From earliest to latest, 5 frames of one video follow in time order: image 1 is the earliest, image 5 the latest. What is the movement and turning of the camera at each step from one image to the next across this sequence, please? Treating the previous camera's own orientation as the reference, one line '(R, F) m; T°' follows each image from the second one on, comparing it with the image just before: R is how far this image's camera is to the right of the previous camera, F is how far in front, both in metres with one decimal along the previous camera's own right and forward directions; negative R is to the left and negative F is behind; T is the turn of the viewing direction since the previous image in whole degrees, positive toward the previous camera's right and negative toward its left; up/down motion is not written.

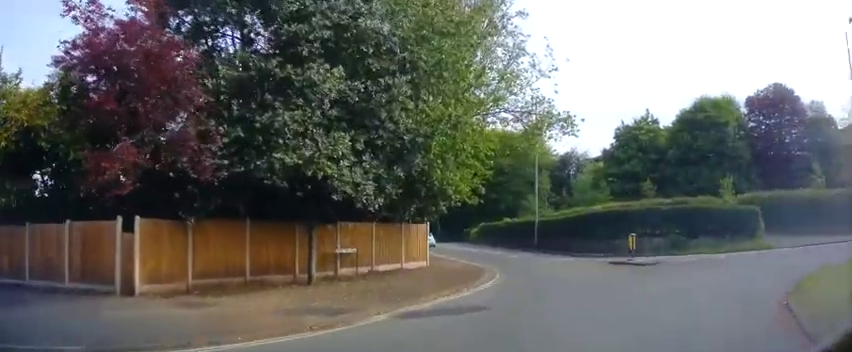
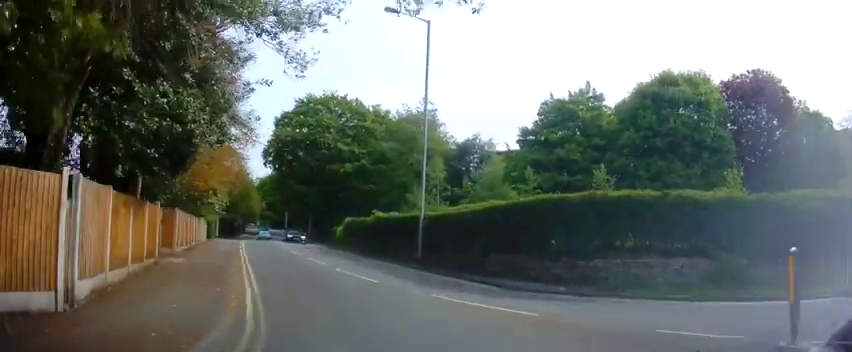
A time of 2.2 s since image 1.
(+4.1, +14.4) m; +19°
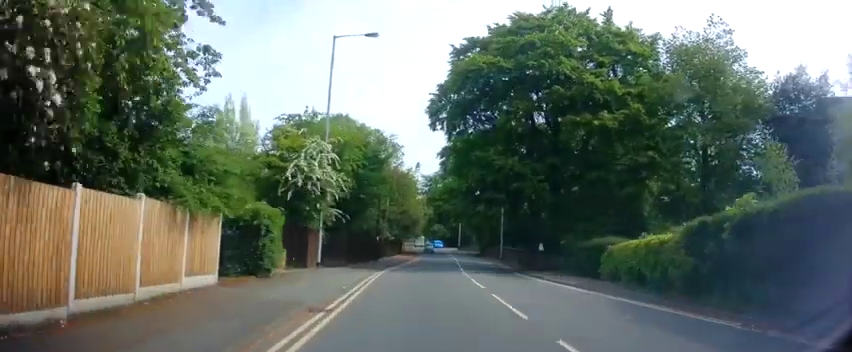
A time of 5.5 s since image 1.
(-6.6, +25.6) m; -21°
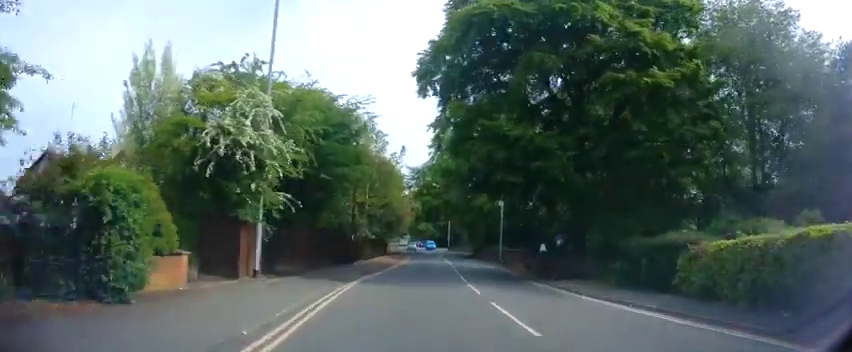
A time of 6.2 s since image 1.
(0.0, +7.6) m; +1°
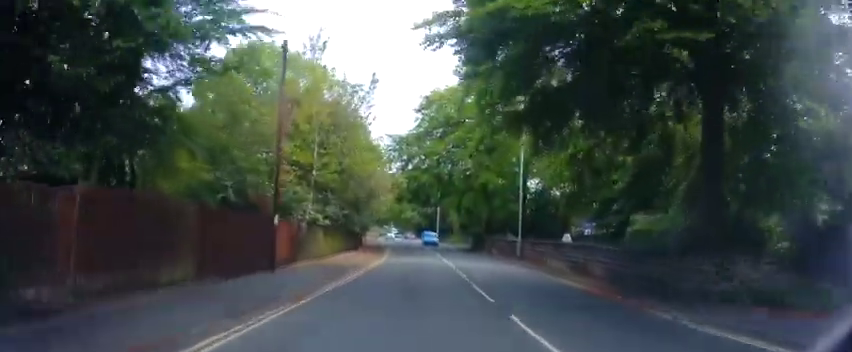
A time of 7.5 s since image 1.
(+0.1, +14.8) m; 0°
